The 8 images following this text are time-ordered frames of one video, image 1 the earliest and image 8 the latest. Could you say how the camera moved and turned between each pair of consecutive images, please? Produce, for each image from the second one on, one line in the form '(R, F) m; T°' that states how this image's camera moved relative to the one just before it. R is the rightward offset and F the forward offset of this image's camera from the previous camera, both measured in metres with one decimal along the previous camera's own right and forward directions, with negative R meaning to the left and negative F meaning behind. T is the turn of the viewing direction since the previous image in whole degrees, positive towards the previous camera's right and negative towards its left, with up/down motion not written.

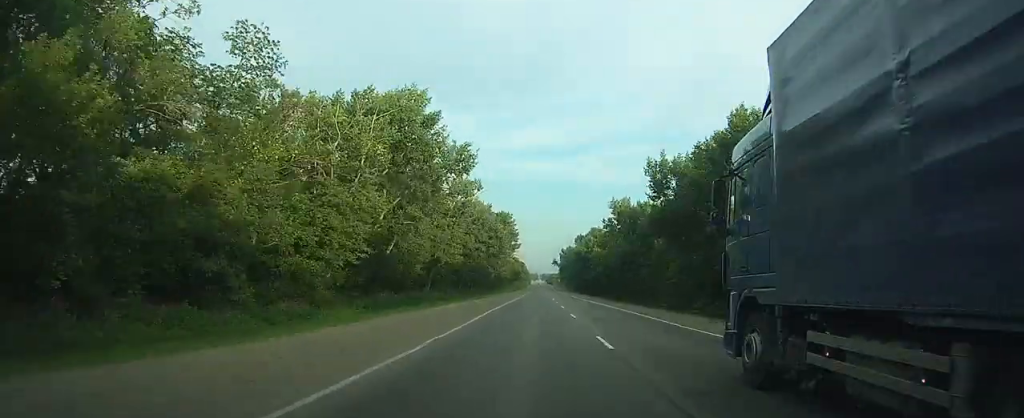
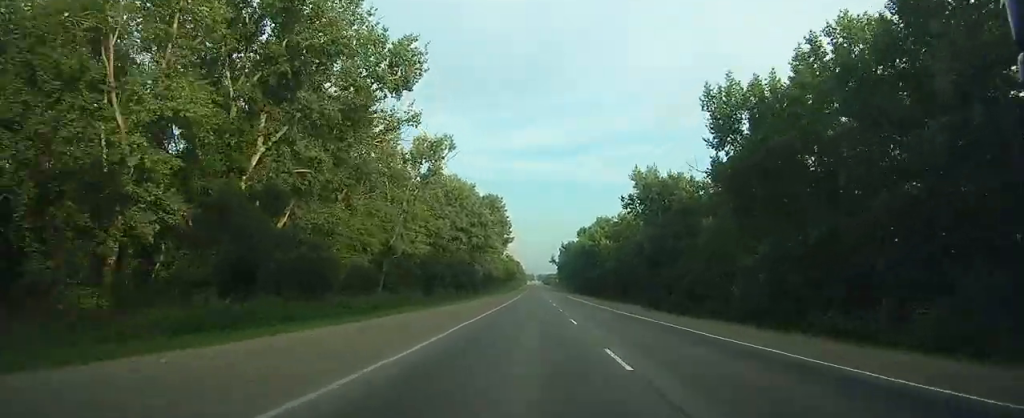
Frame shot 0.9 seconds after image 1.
(0.0, +25.4) m; 0°
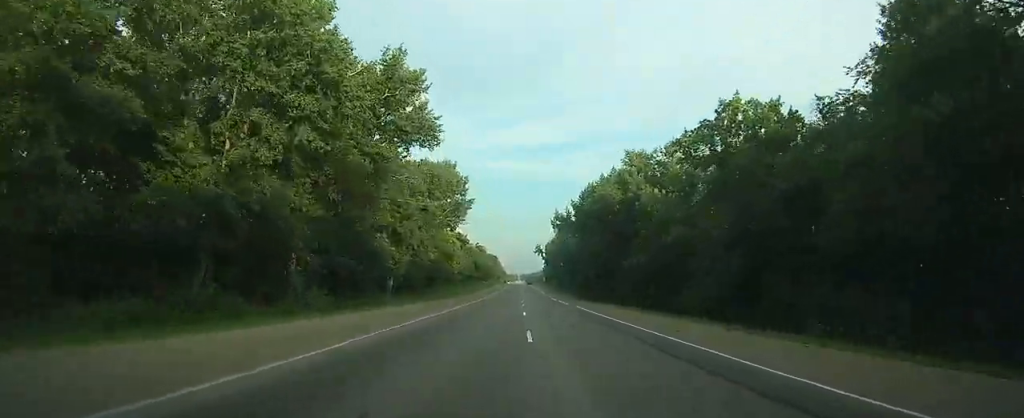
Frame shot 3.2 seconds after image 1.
(0.0, +62.4) m; 0°
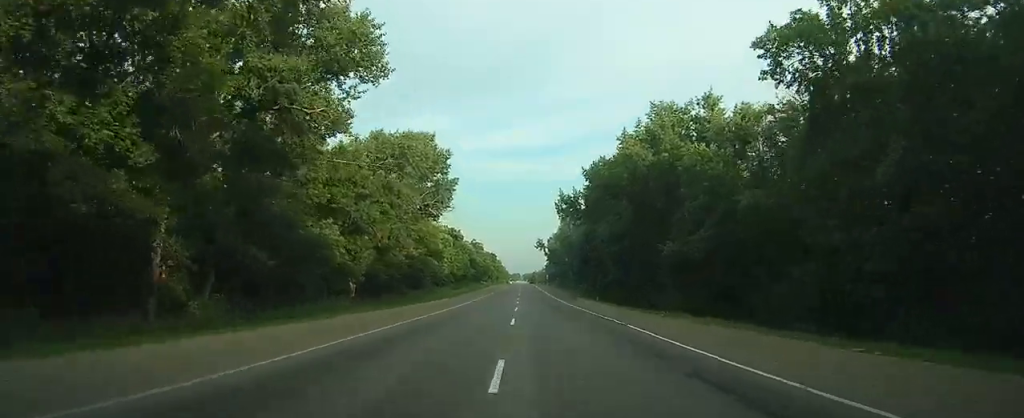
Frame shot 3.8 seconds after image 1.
(0.0, +16.9) m; 0°
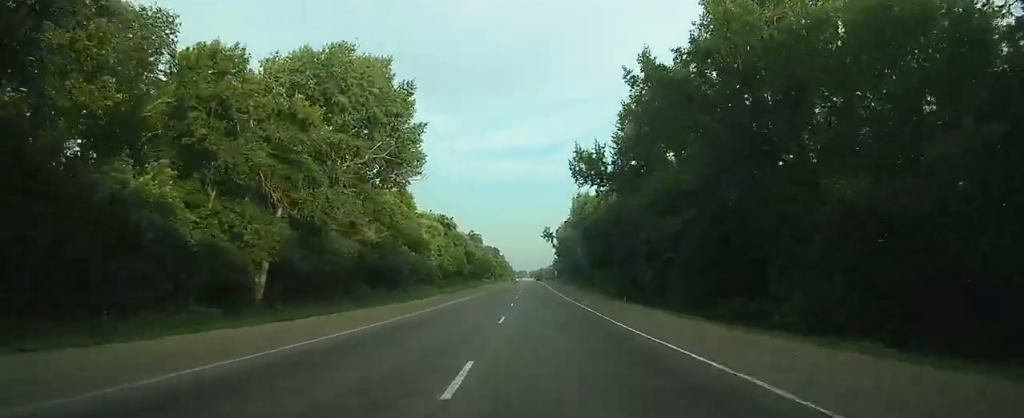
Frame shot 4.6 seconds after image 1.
(0.0, +22.8) m; 0°
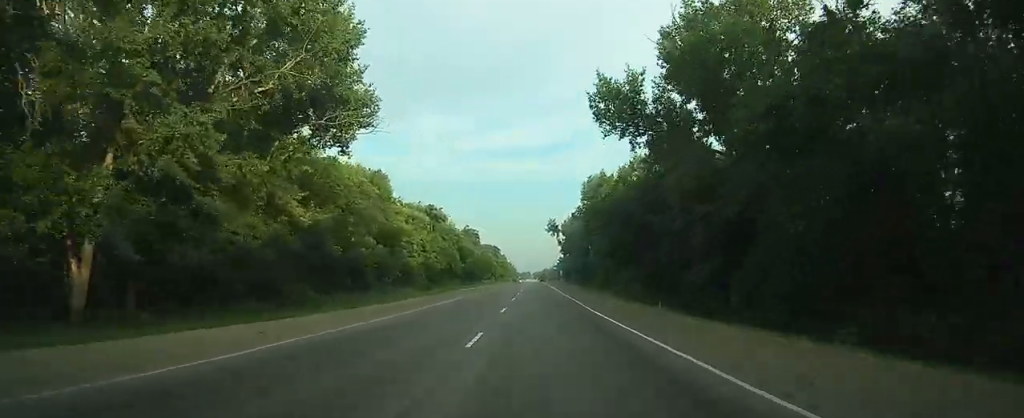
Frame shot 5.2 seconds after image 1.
(0.0, +18.3) m; 0°
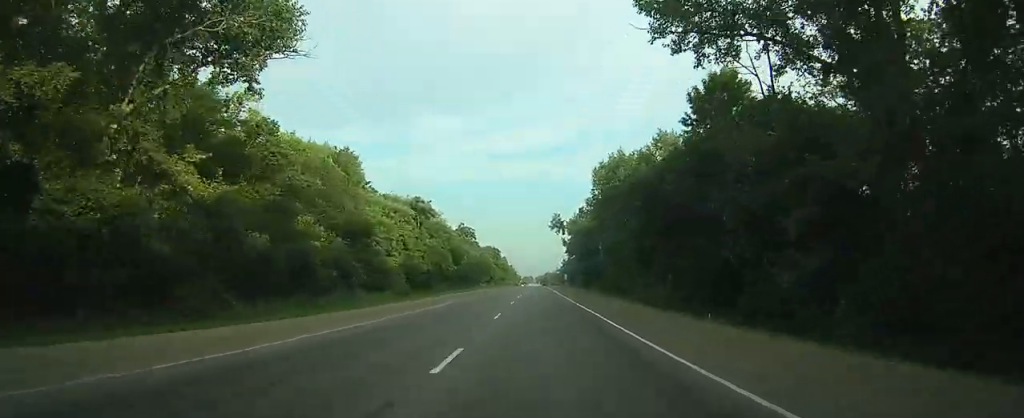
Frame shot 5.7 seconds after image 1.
(-0.1, +14.7) m; -2°
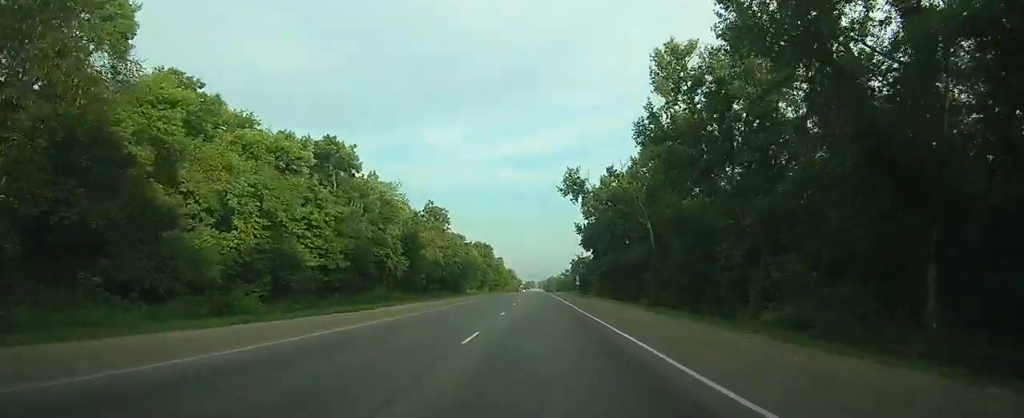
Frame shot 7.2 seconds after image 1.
(-2.7, +44.1) m; -6°
